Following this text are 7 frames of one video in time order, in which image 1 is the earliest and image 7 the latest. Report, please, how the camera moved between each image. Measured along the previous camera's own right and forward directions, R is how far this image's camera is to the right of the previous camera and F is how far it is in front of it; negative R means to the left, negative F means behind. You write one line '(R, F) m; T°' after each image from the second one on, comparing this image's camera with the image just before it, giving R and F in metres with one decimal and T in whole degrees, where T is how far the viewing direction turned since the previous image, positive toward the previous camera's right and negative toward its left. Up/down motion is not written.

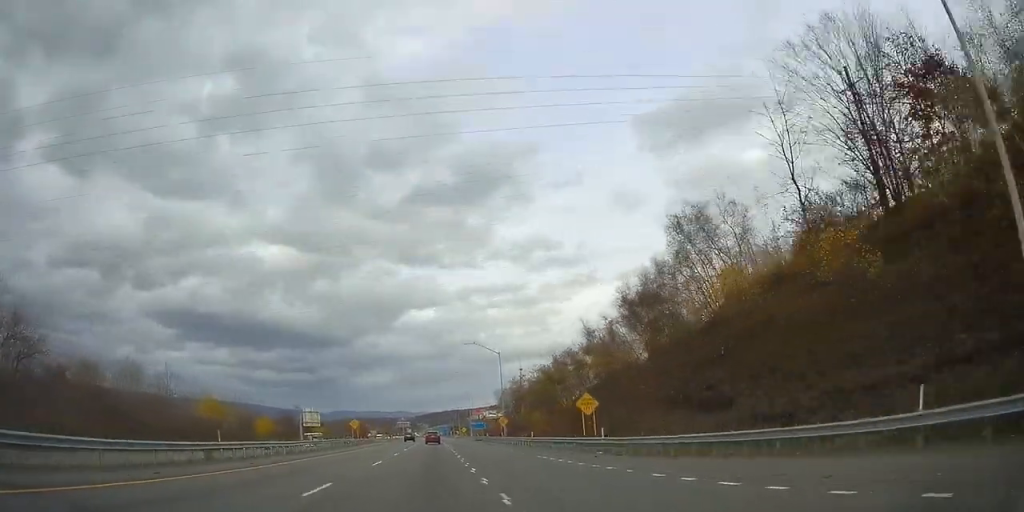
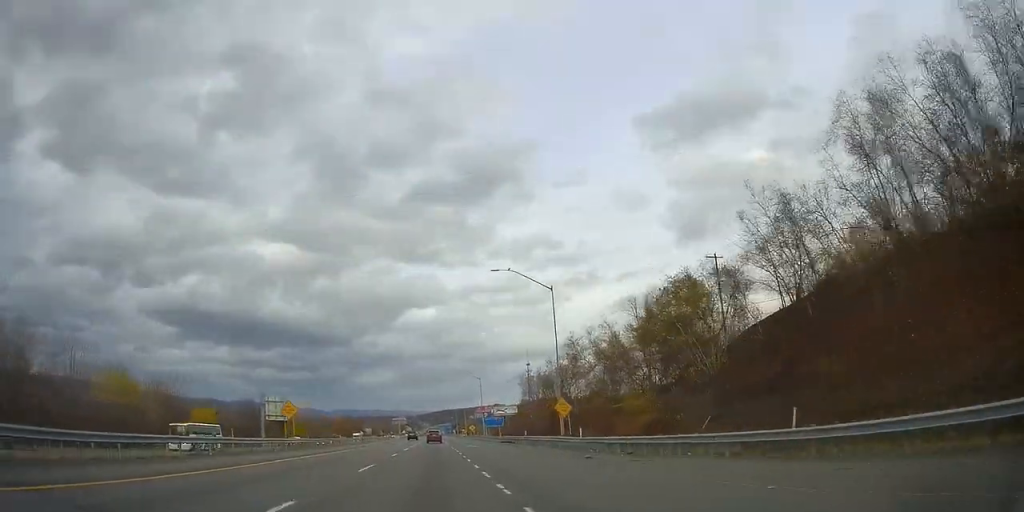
(+0.2, +41.1) m; 0°
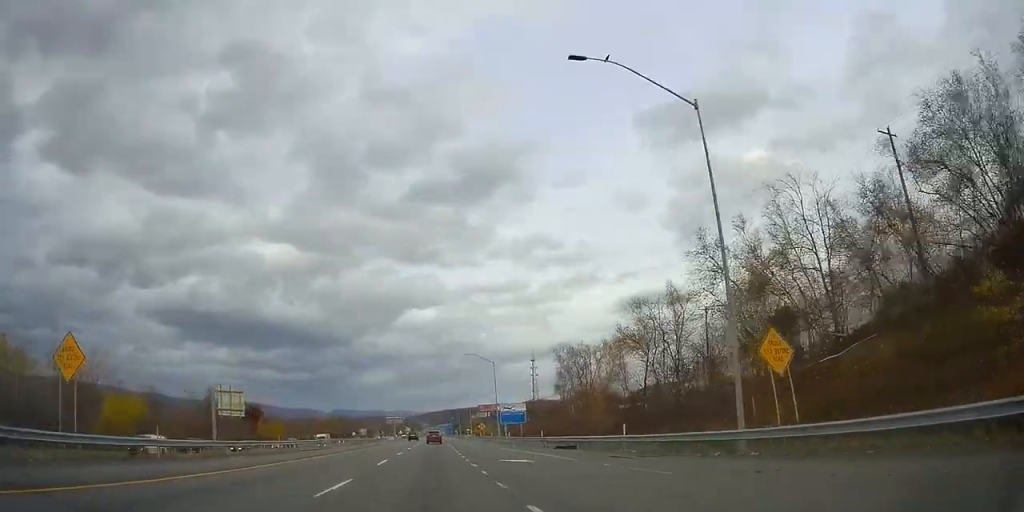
(0.0, +31.3) m; 0°
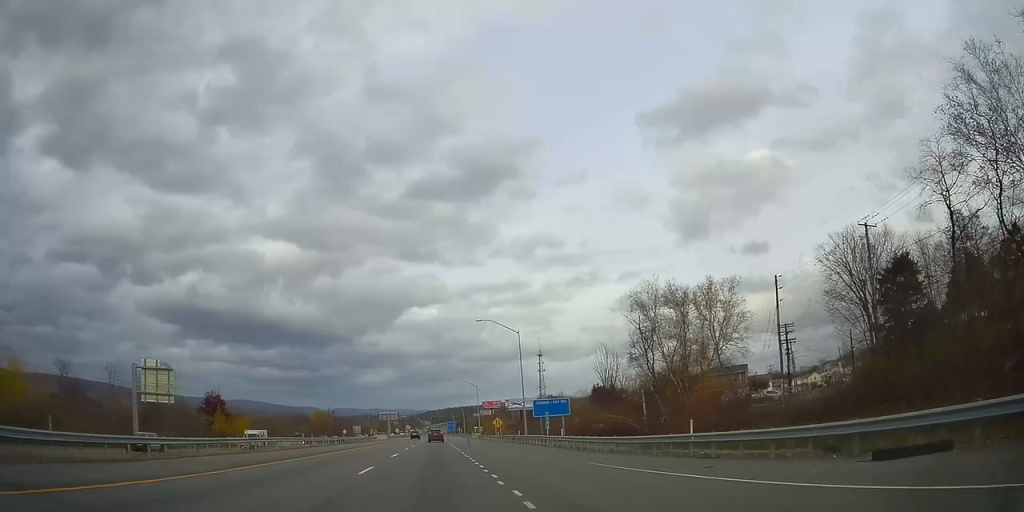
(-0.2, +30.4) m; 0°
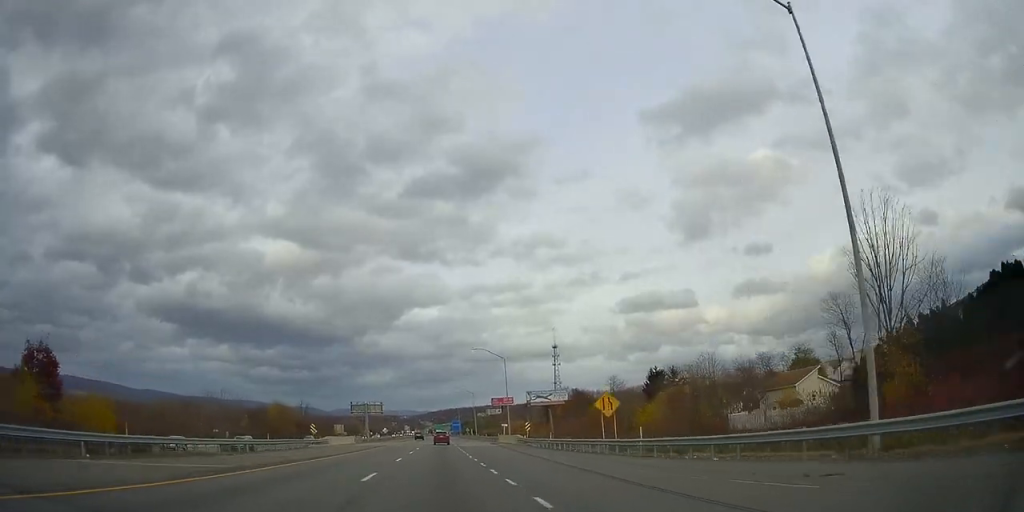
(+0.9, +61.8) m; 0°
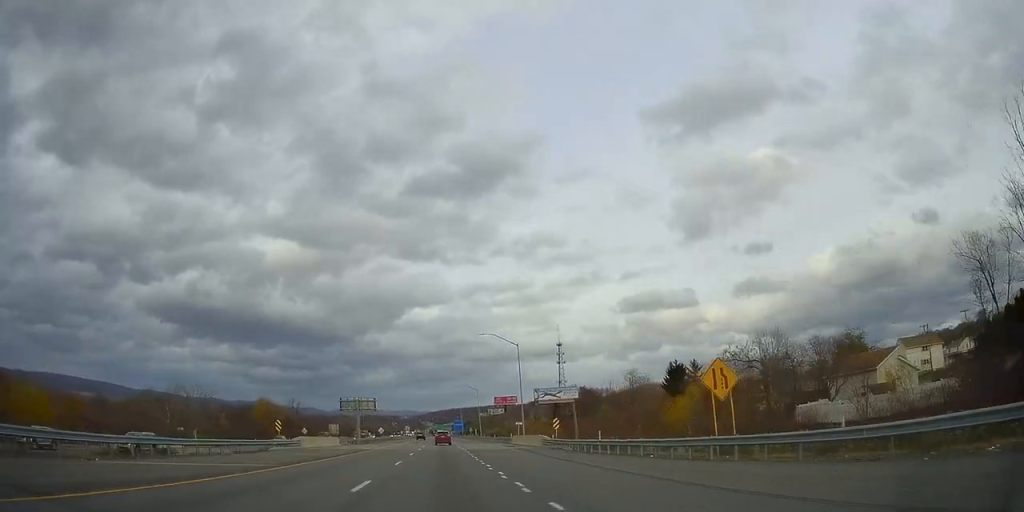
(-0.3, +15.0) m; 0°
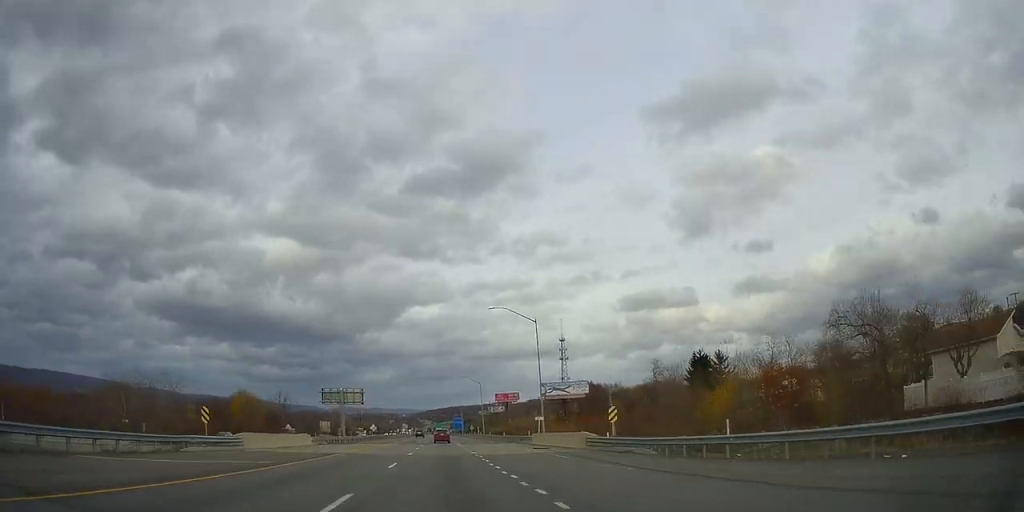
(-0.1, +16.5) m; 0°
